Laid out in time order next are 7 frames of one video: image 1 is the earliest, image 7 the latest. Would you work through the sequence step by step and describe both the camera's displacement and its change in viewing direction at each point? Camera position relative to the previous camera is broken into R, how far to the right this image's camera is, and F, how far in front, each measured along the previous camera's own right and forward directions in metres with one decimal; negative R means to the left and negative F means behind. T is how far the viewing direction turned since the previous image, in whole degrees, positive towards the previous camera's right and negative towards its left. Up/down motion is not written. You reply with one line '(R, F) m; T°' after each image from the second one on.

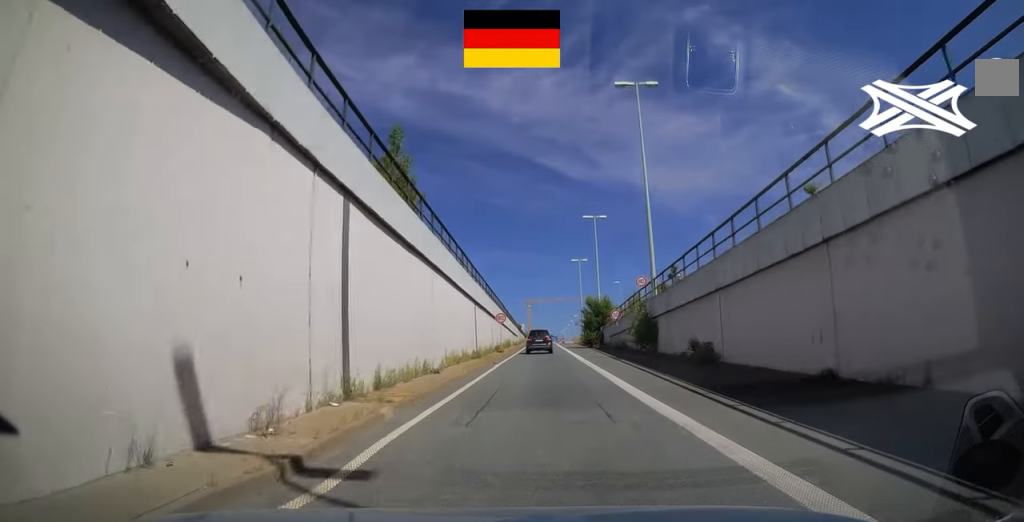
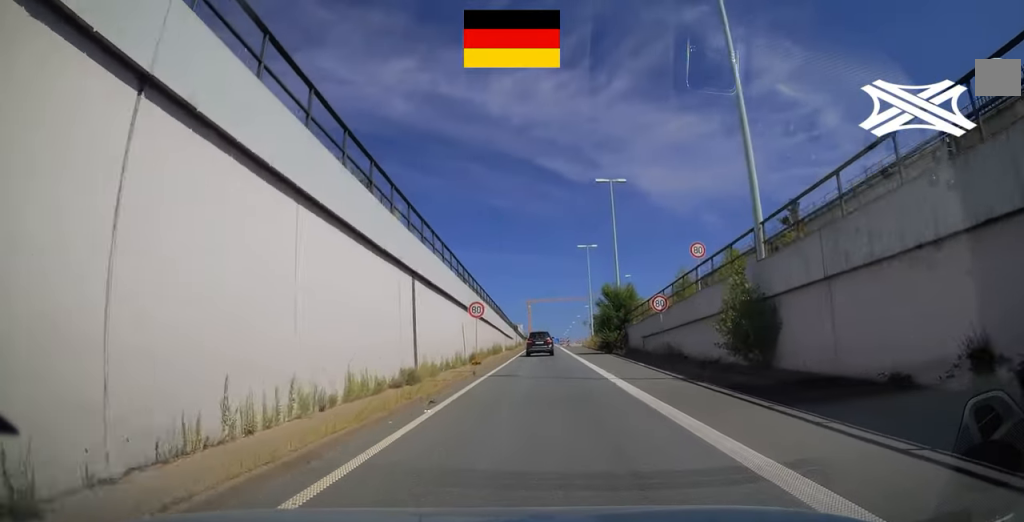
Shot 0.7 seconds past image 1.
(0.0, +15.8) m; 0°
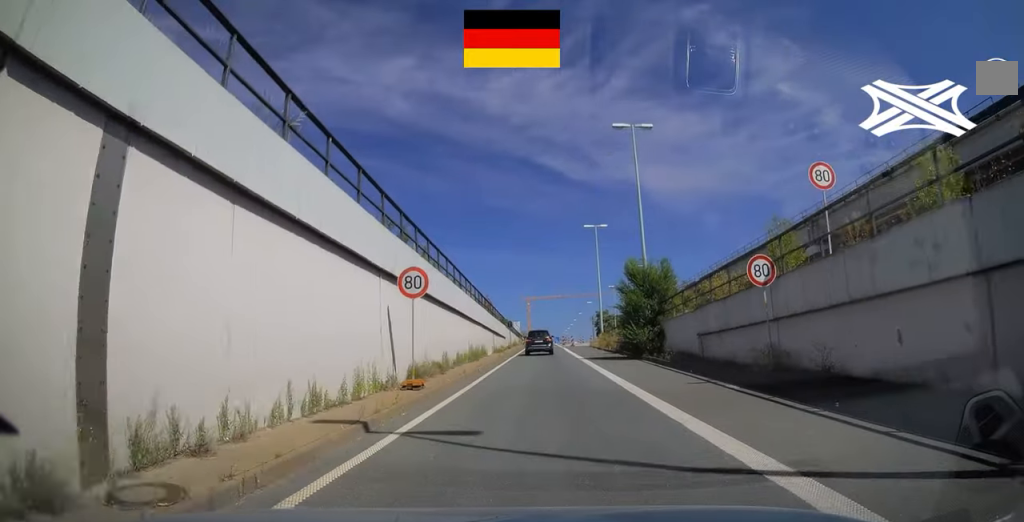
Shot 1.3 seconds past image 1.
(0.0, +12.9) m; 0°
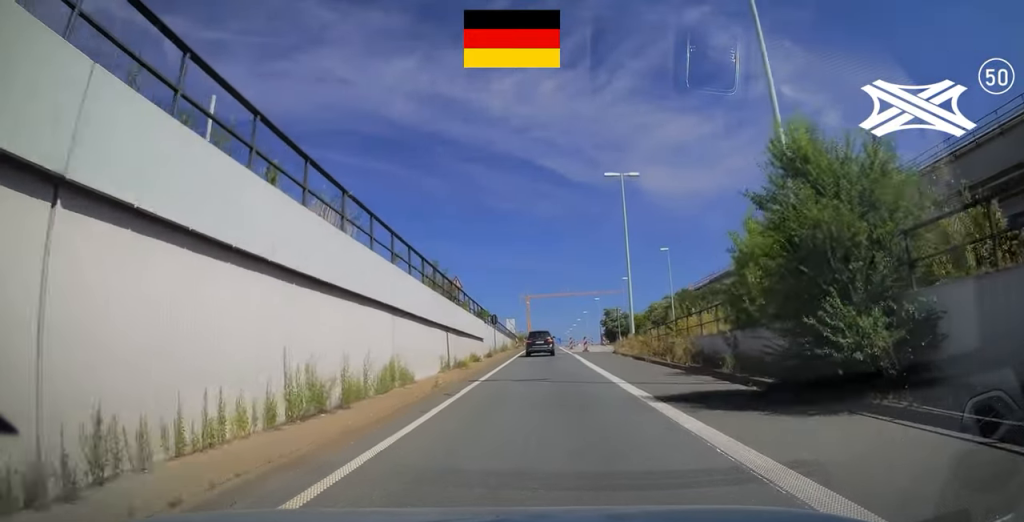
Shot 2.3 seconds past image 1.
(+0.1, +20.9) m; 0°
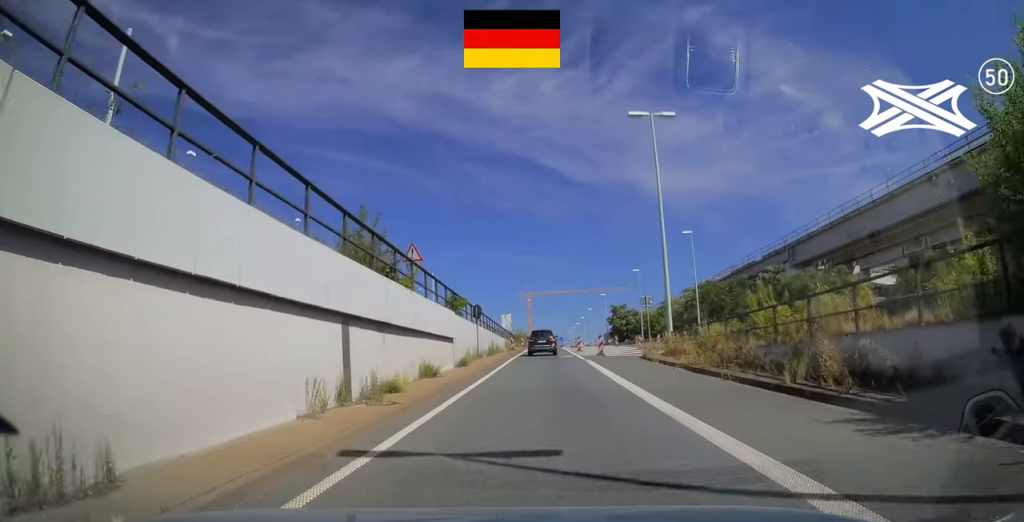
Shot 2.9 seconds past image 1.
(0.0, +11.9) m; 0°
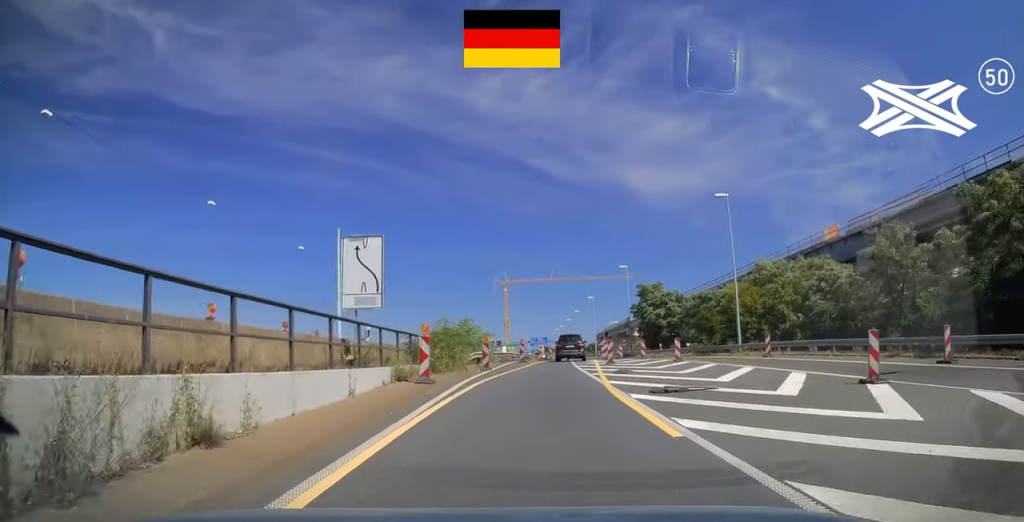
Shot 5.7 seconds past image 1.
(+0.1, +53.2) m; +1°
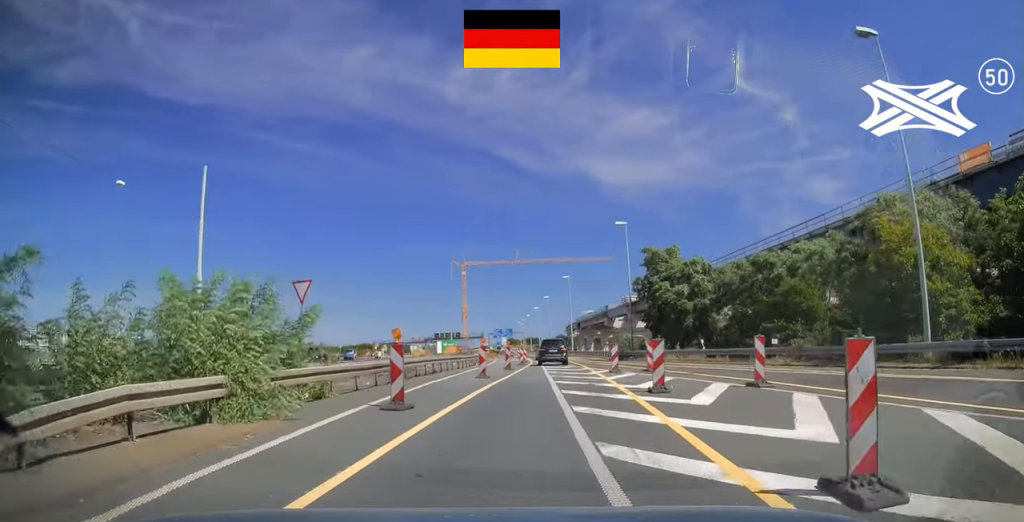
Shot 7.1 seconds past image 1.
(+0.6, +26.5) m; +2°
